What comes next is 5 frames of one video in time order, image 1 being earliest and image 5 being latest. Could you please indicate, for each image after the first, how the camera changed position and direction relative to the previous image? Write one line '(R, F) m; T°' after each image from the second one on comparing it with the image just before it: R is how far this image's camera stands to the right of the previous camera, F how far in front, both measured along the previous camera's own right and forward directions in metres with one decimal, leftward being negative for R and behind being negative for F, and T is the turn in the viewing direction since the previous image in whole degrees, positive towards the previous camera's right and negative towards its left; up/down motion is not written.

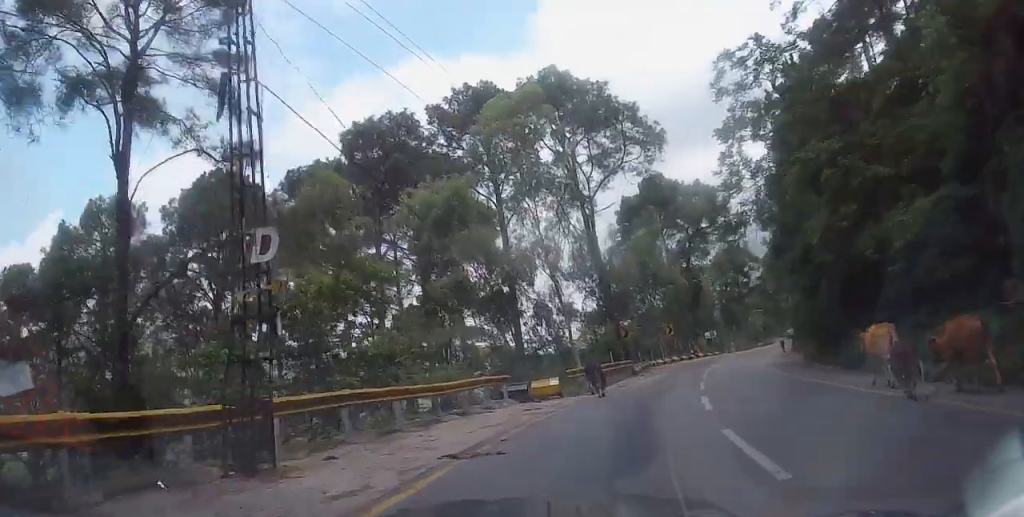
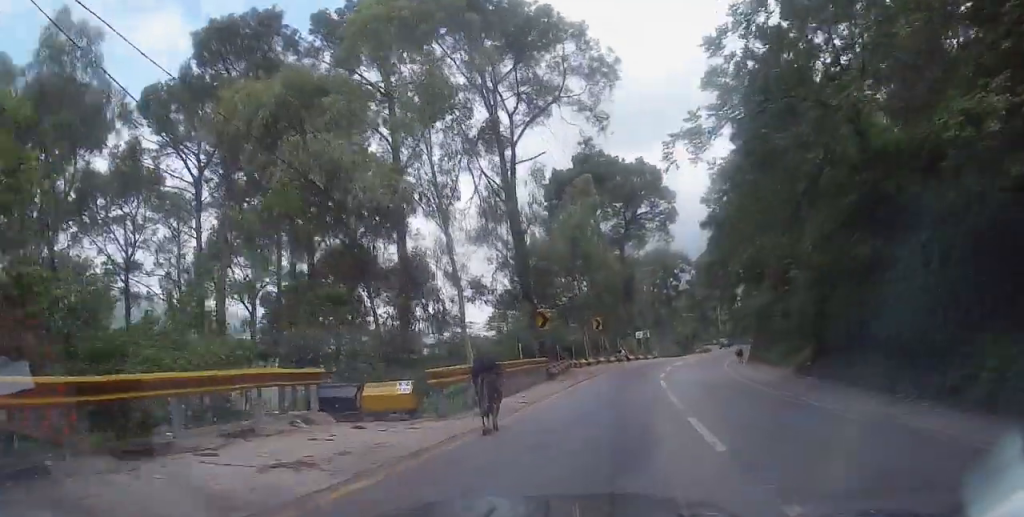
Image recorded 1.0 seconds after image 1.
(+0.6, +10.4) m; +5°
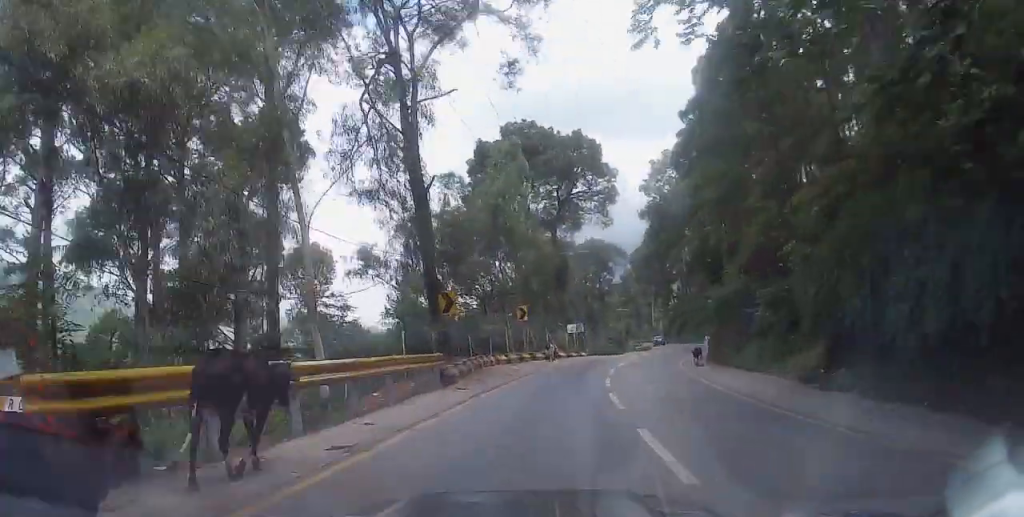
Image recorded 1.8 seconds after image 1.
(+0.2, +8.0) m; +3°
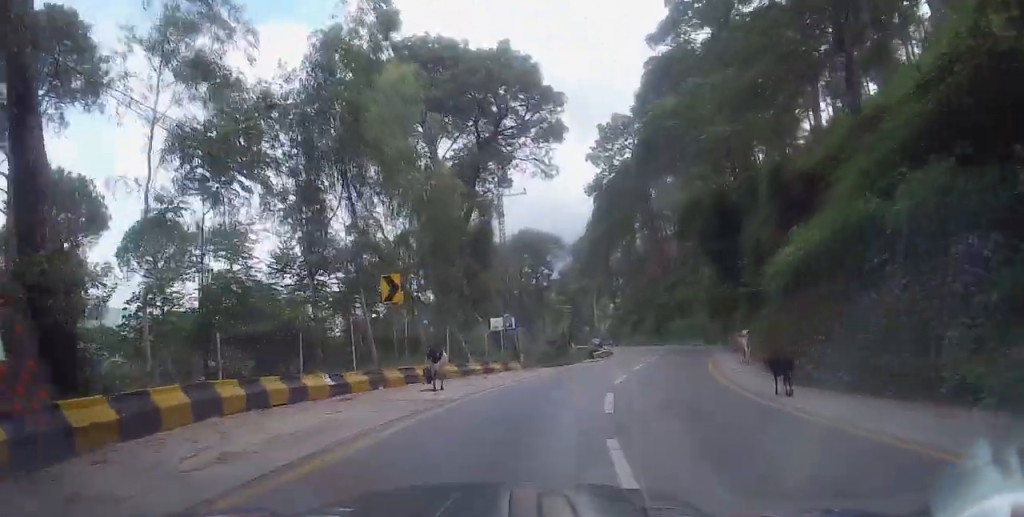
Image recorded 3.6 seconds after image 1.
(+1.3, +19.6) m; +7°
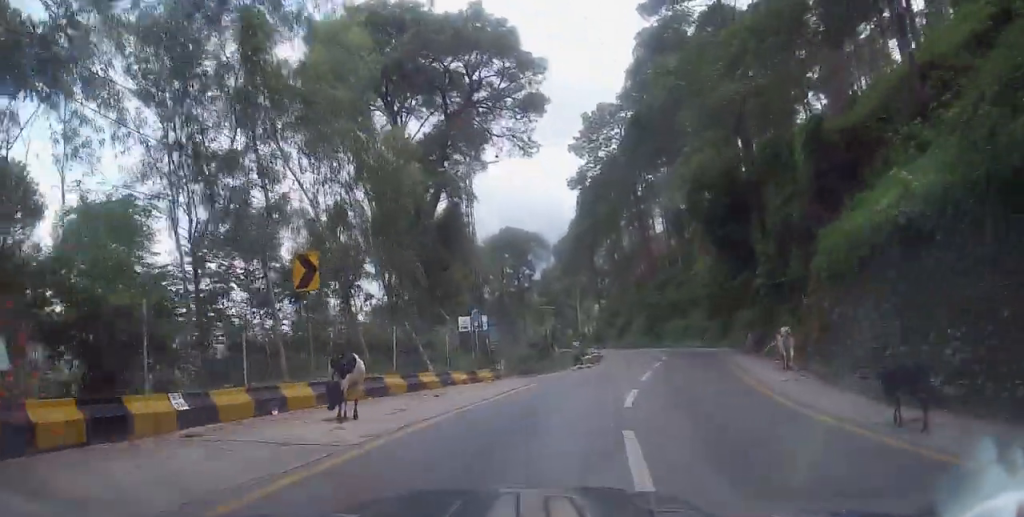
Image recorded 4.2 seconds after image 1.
(-0.1, +5.7) m; +2°
